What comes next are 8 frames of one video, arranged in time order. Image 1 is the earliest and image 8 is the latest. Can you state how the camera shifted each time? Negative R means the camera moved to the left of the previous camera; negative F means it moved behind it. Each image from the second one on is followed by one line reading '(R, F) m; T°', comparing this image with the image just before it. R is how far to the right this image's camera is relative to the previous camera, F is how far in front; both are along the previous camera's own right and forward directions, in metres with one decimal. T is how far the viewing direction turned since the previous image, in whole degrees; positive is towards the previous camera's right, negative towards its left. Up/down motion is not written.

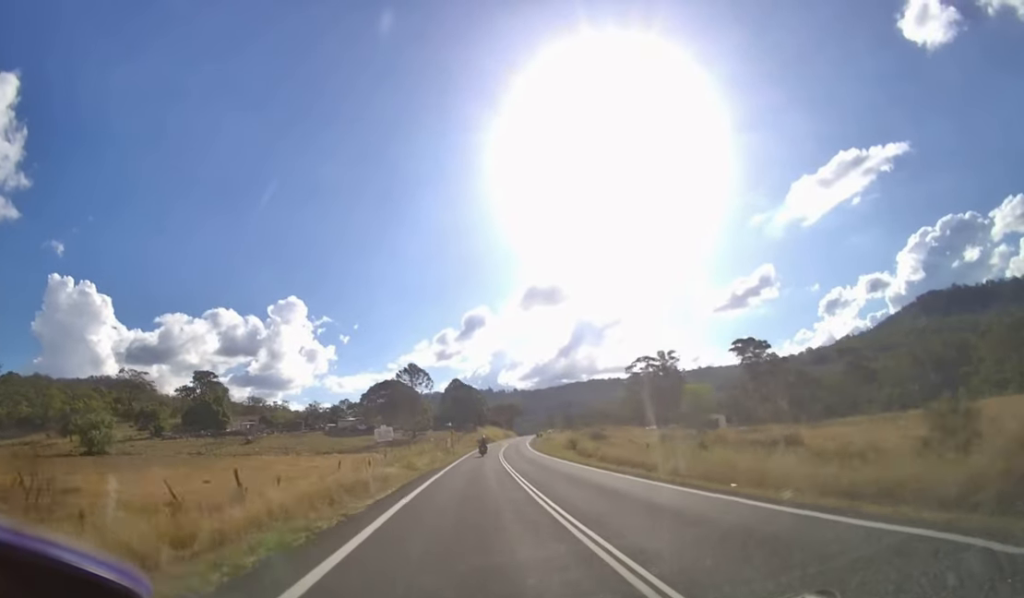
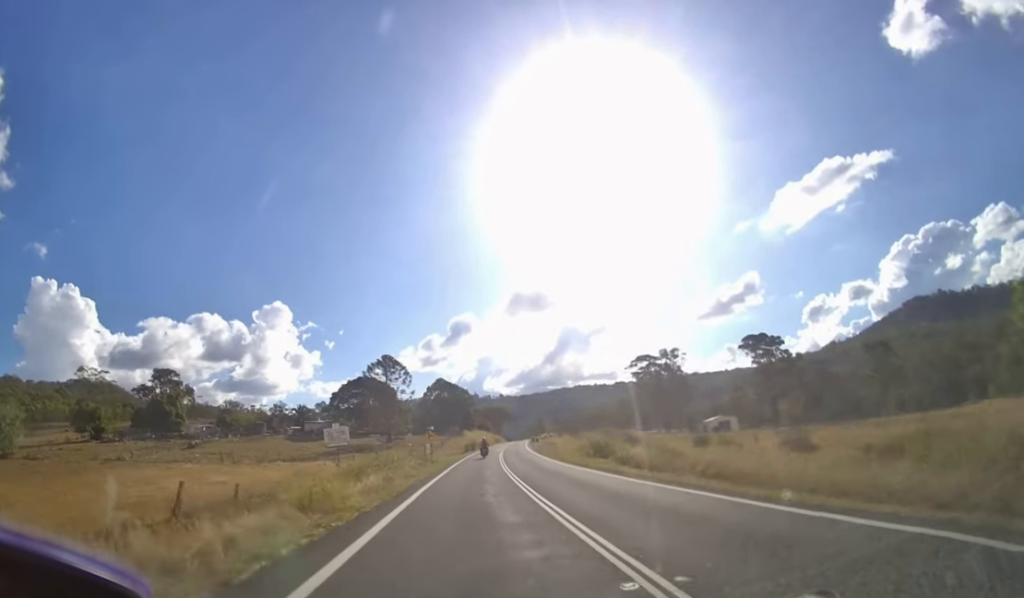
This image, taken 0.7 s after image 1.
(+0.3, +16.8) m; +2°
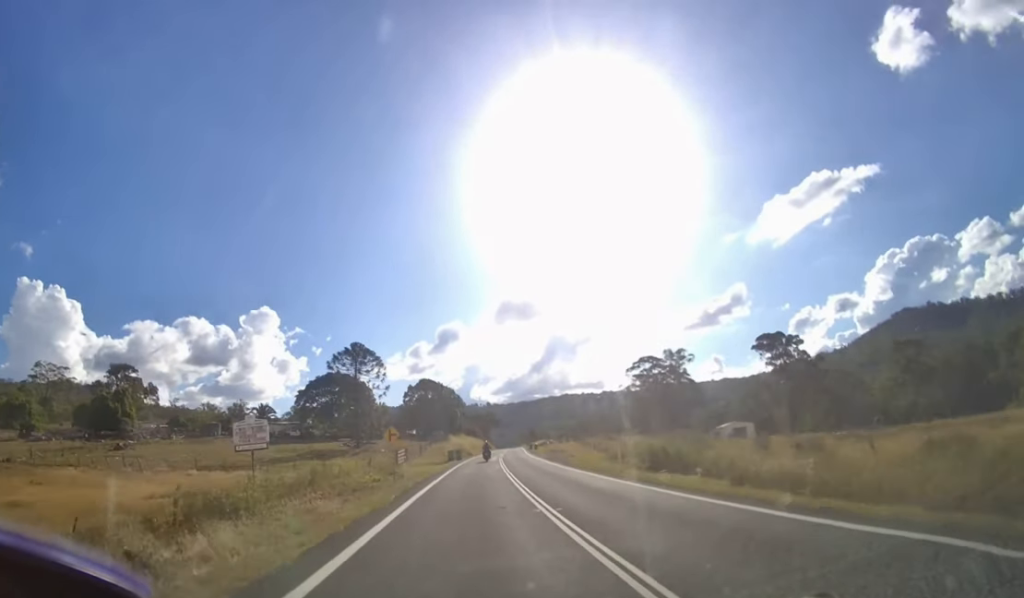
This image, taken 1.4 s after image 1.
(+0.2, +15.5) m; +1°
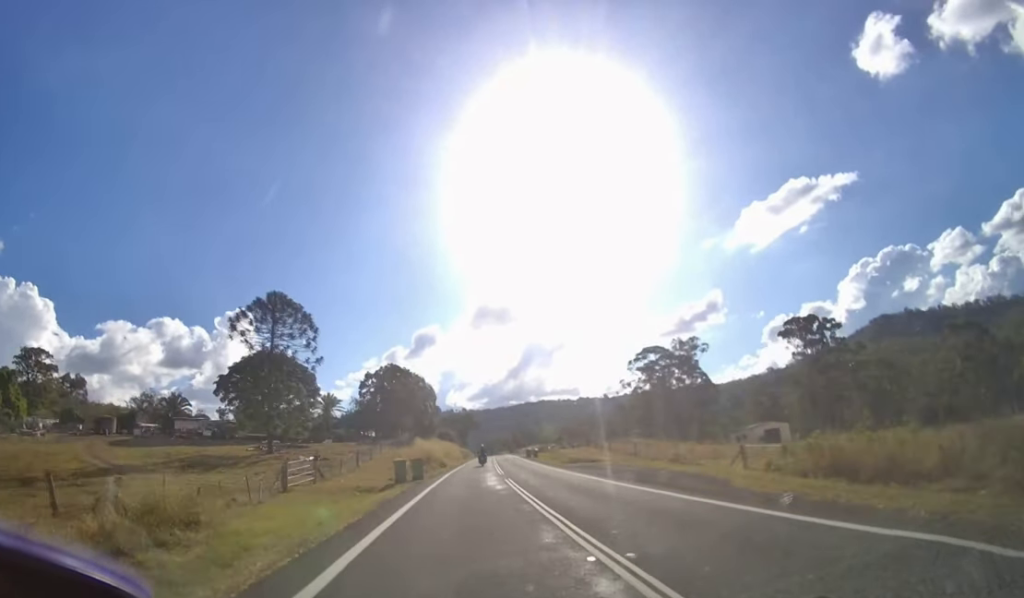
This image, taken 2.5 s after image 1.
(+0.5, +26.1) m; +3°
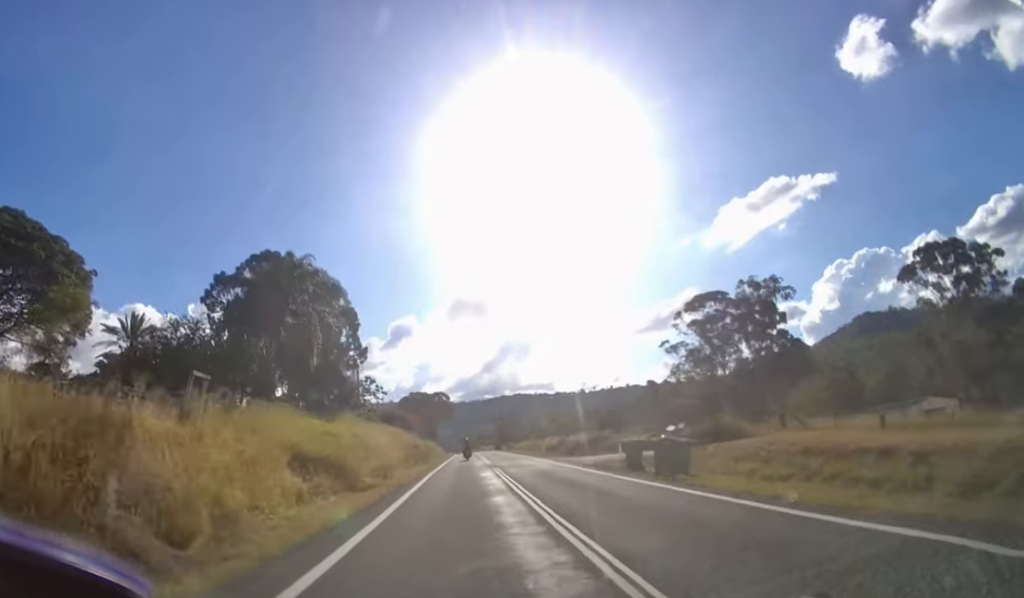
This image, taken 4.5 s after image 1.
(+2.3, +49.4) m; +4°
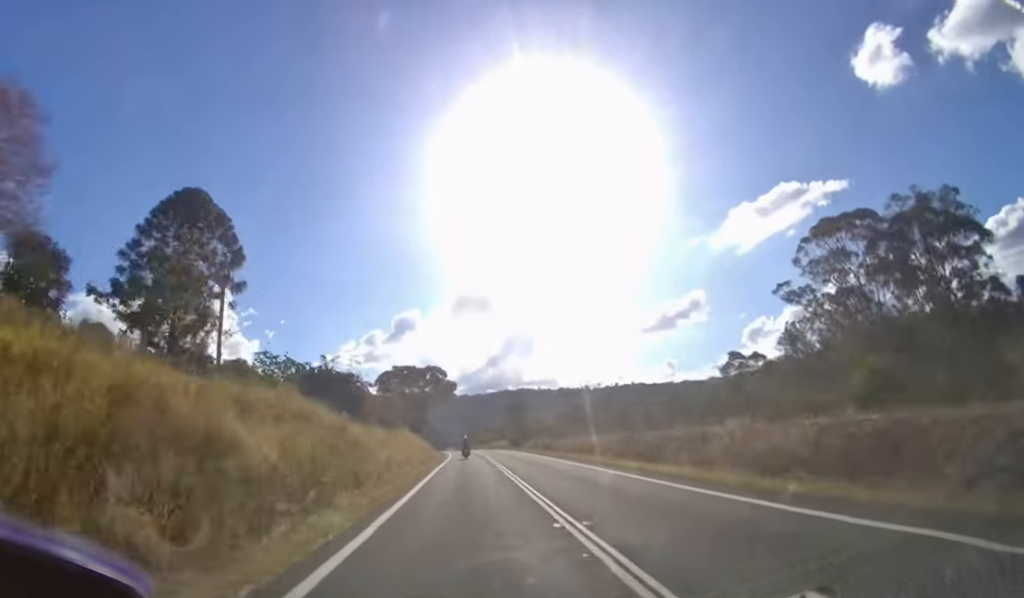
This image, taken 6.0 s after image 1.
(+0.6, +43.0) m; +1°
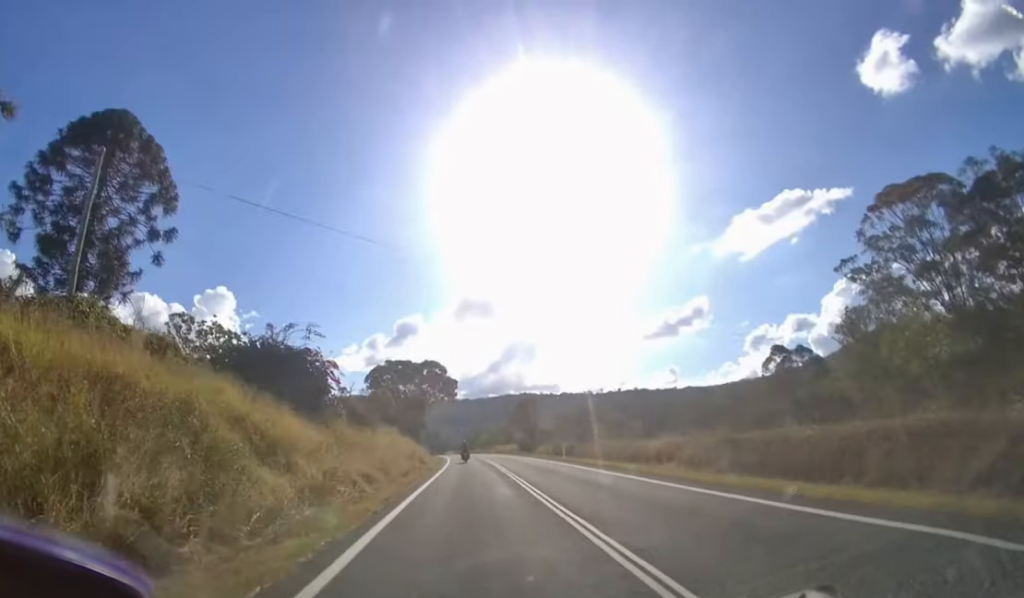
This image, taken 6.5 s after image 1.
(0.0, +12.6) m; 0°
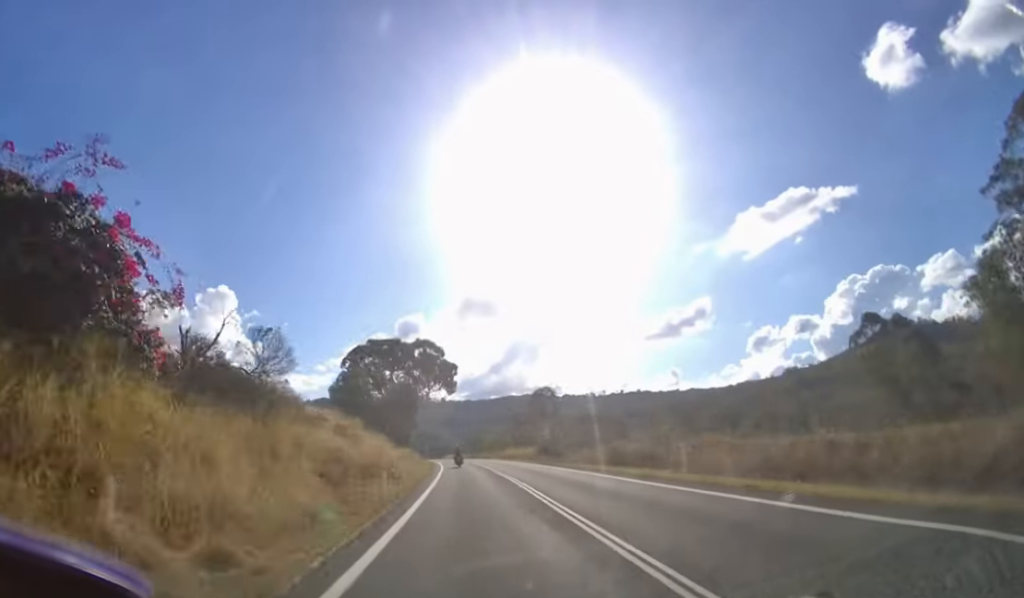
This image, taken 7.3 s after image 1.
(0.0, +18.1) m; 0°
